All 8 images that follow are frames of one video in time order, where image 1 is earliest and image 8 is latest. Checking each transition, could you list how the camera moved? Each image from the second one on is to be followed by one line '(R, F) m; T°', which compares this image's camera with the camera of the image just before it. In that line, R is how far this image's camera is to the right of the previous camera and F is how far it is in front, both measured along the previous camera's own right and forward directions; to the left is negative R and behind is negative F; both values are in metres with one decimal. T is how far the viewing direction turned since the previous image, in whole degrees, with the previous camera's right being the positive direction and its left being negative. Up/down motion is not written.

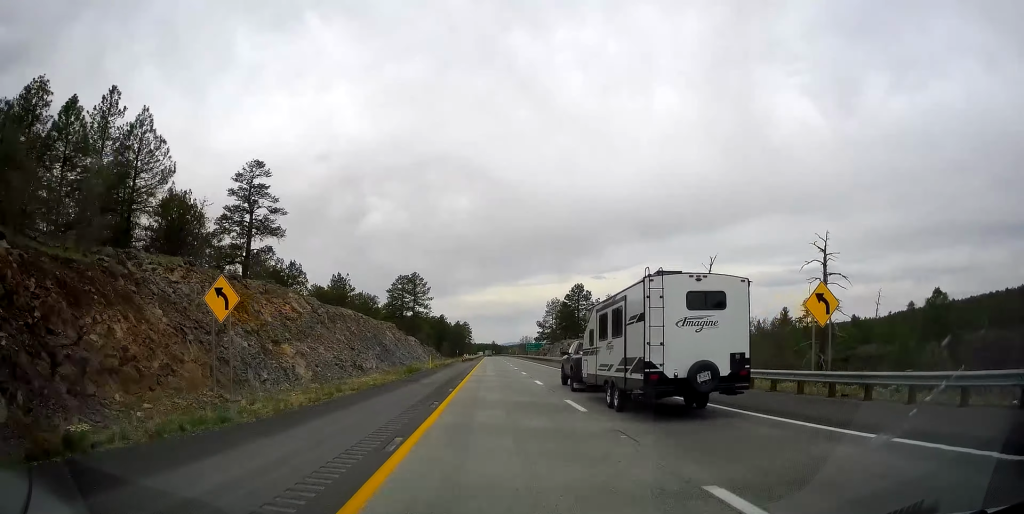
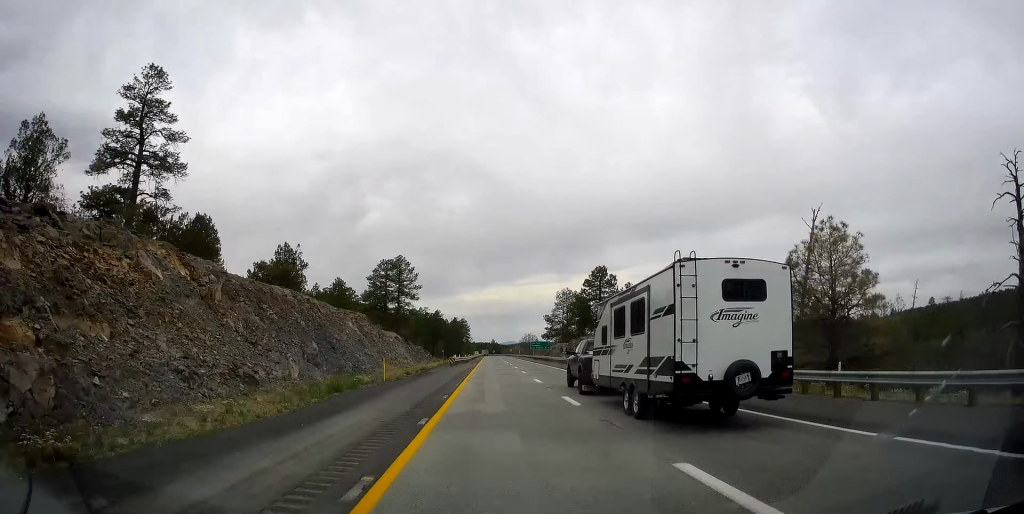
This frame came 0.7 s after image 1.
(-0.1, +23.1) m; 0°
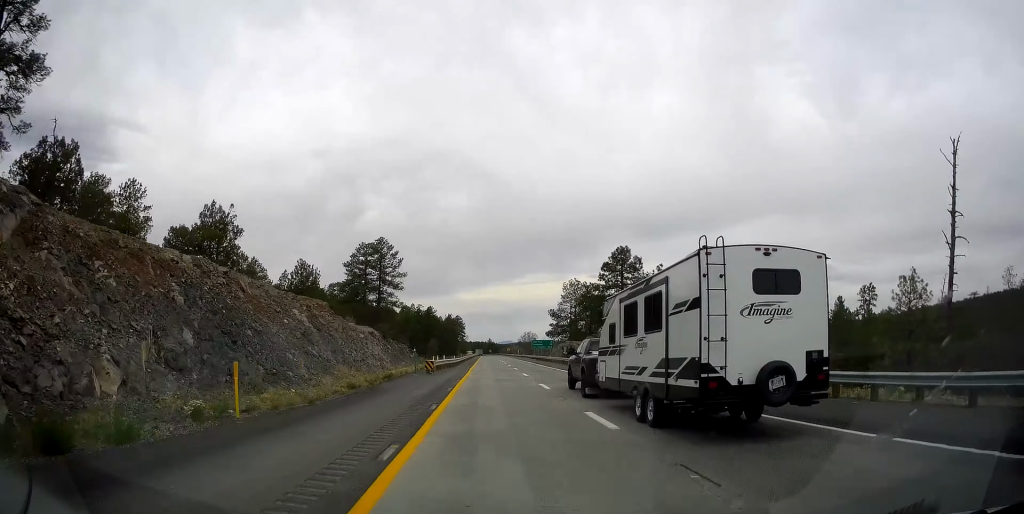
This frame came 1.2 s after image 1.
(-0.1, +17.3) m; 0°
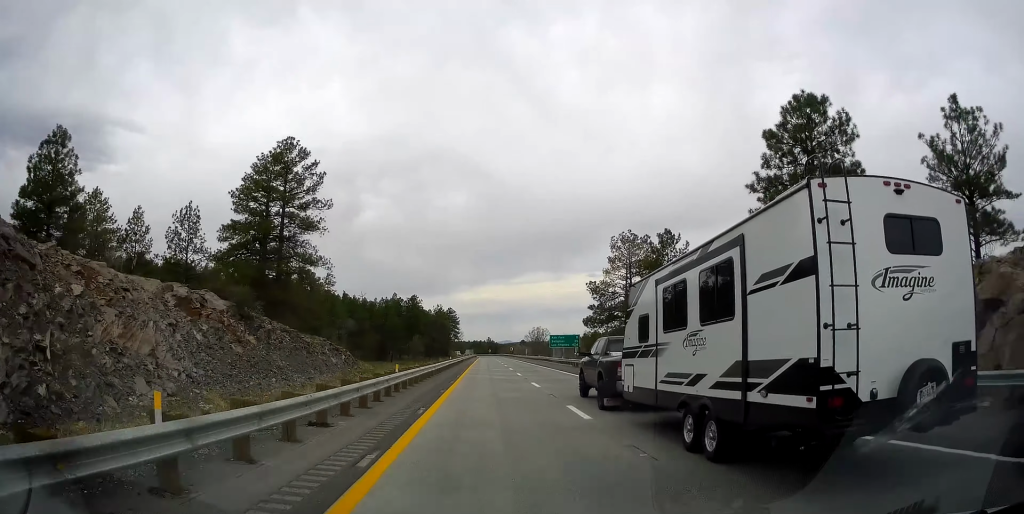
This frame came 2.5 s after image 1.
(+0.3, +47.3) m; +1°
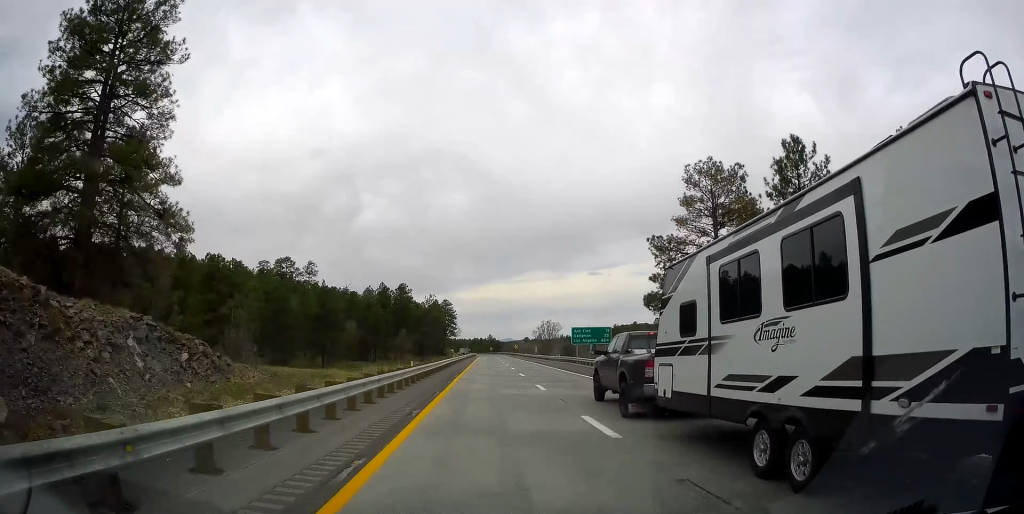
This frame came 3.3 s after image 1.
(+0.1, +27.6) m; 0°
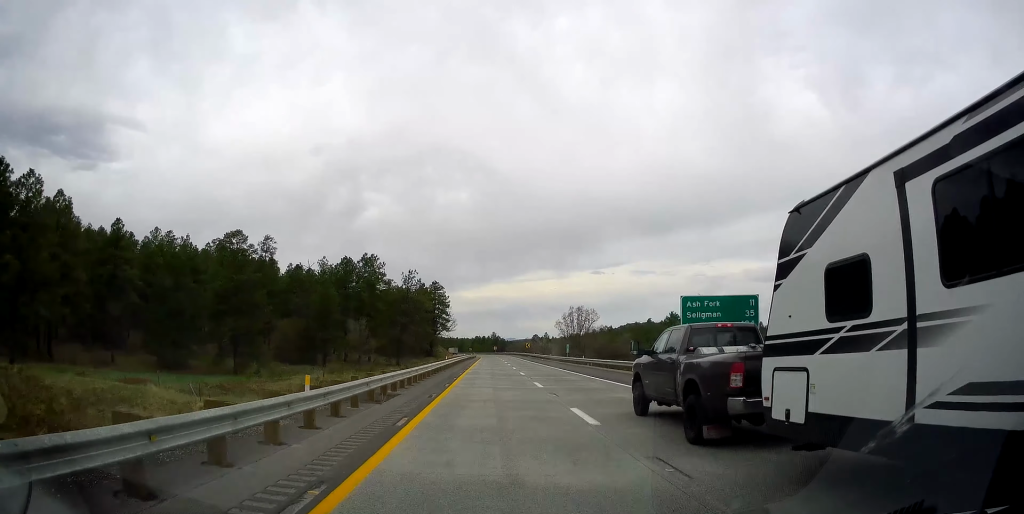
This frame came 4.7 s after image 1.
(-0.1, +47.1) m; 0°
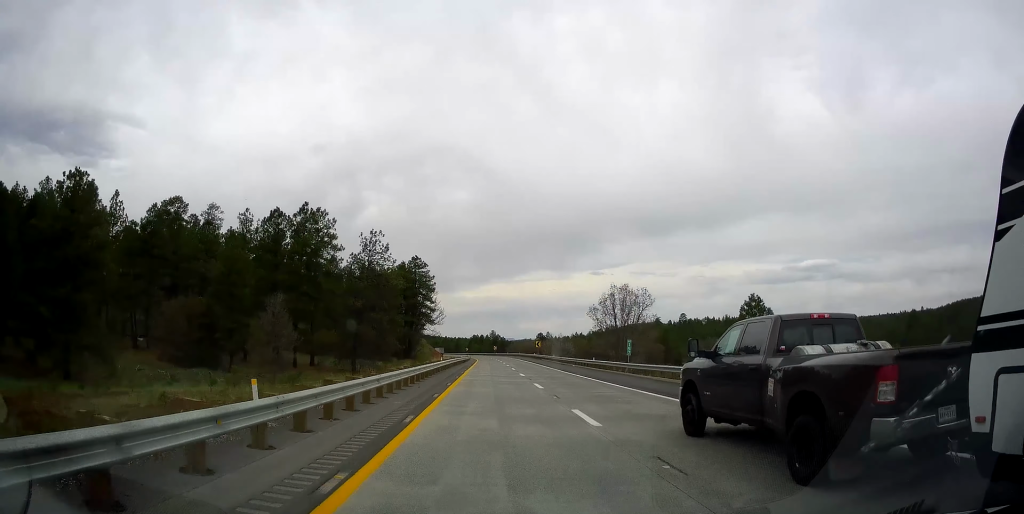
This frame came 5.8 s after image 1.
(-0.1, +36.8) m; -1°
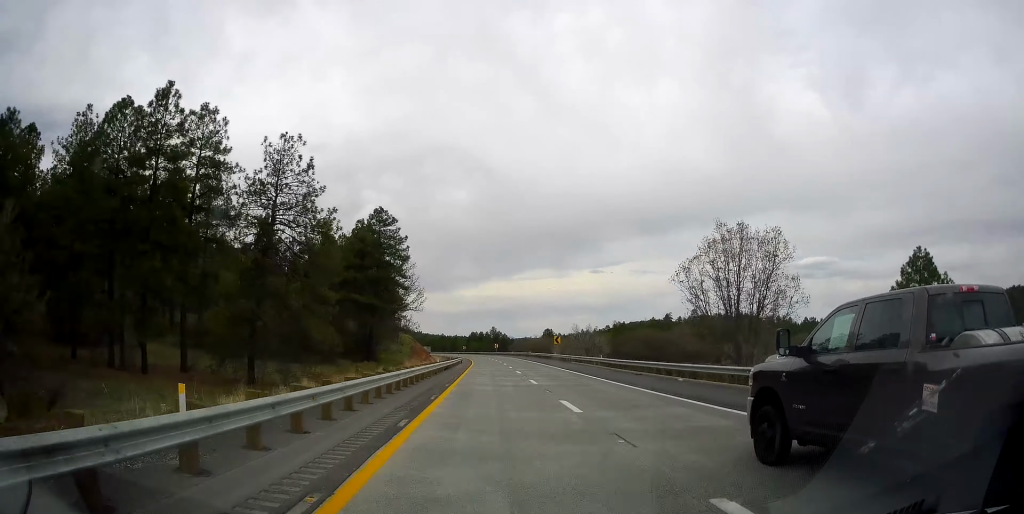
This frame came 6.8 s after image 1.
(-0.2, +34.5) m; 0°
